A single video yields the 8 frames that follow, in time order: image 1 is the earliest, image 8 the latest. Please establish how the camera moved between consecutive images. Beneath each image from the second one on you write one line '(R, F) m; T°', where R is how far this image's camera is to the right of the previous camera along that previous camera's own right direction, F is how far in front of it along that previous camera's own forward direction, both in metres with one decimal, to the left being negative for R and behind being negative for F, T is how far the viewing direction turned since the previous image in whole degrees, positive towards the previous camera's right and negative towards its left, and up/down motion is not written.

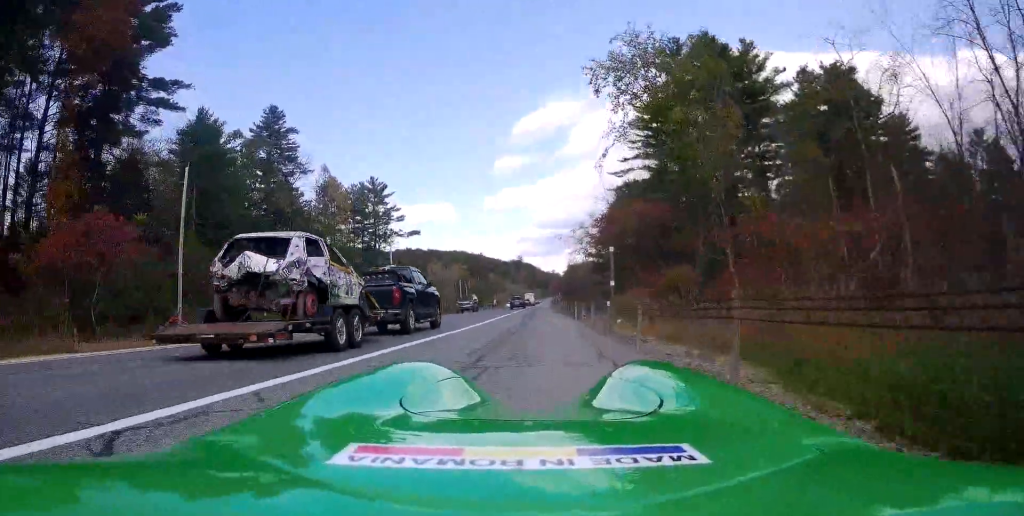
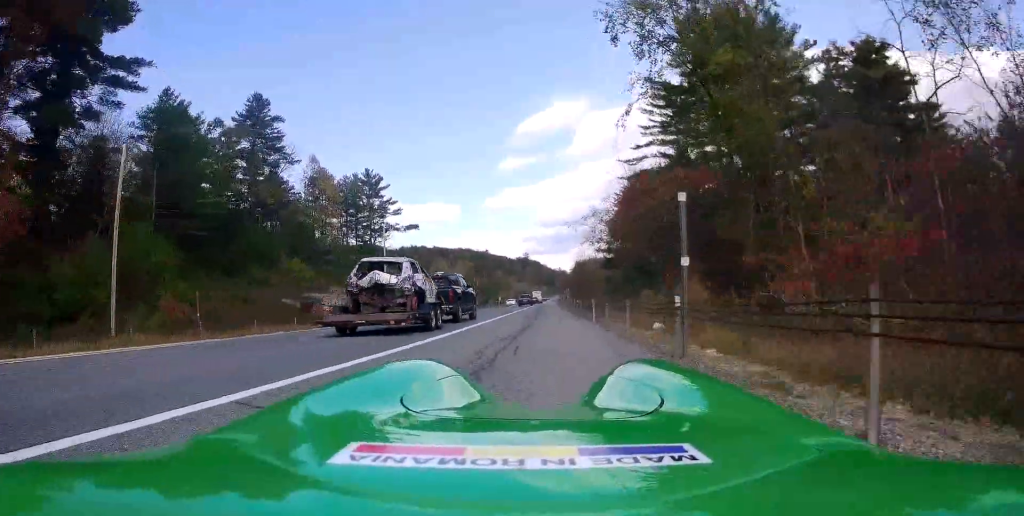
(0.0, +6.7) m; 0°
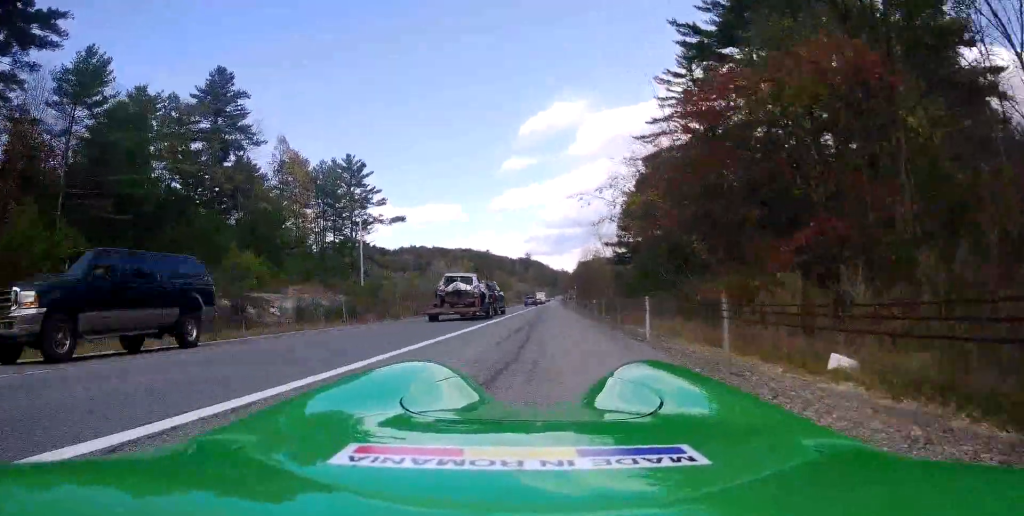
(-0.3, +11.3) m; 0°
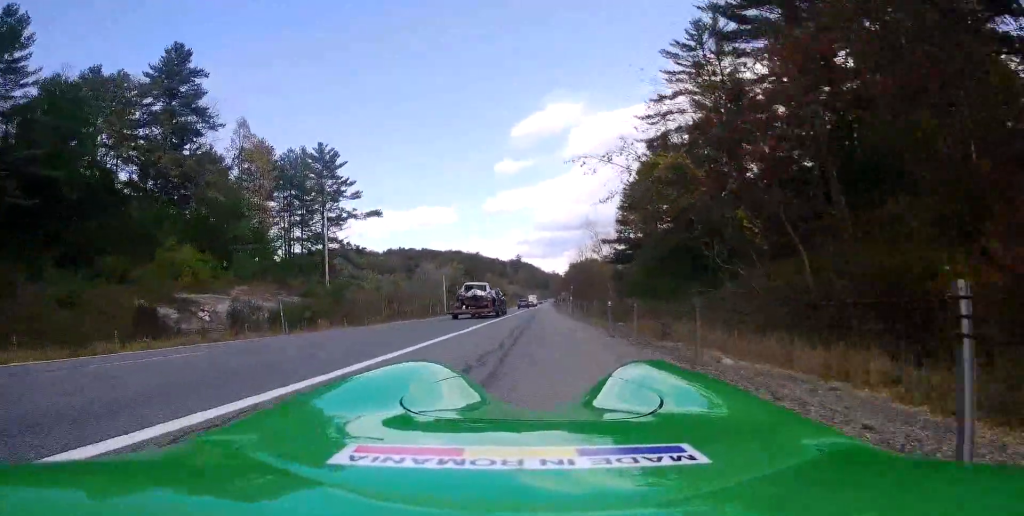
(+0.2, +8.7) m; +1°
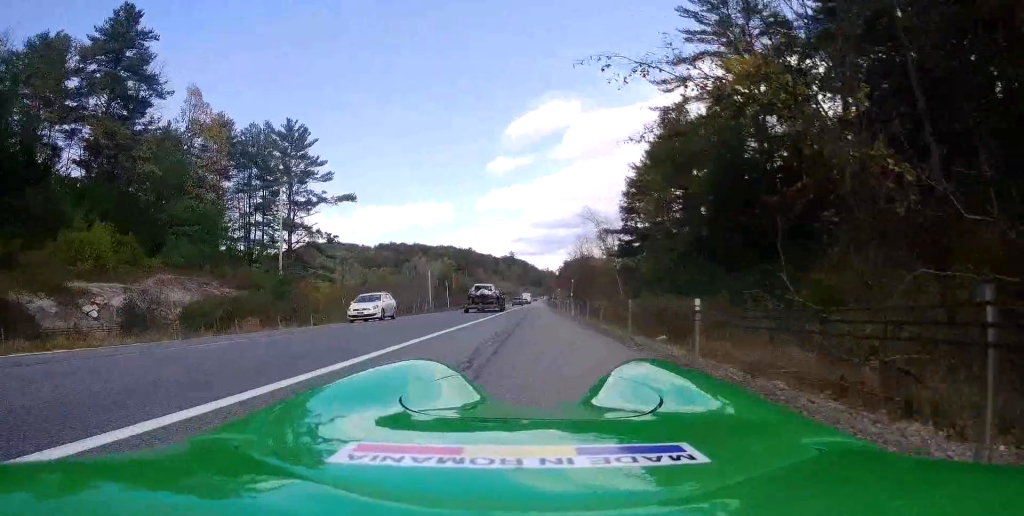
(-0.1, +9.6) m; -1°
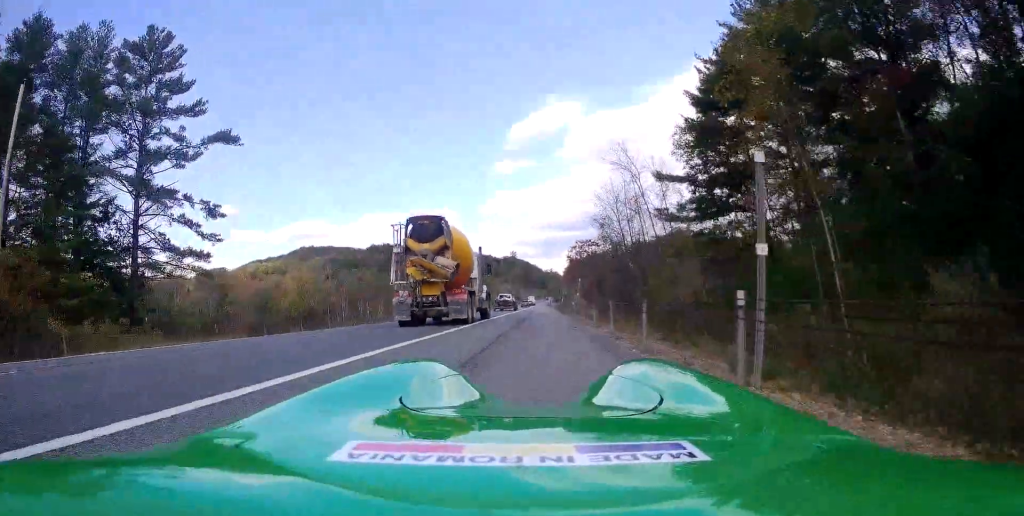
(+0.8, +30.4) m; +5°
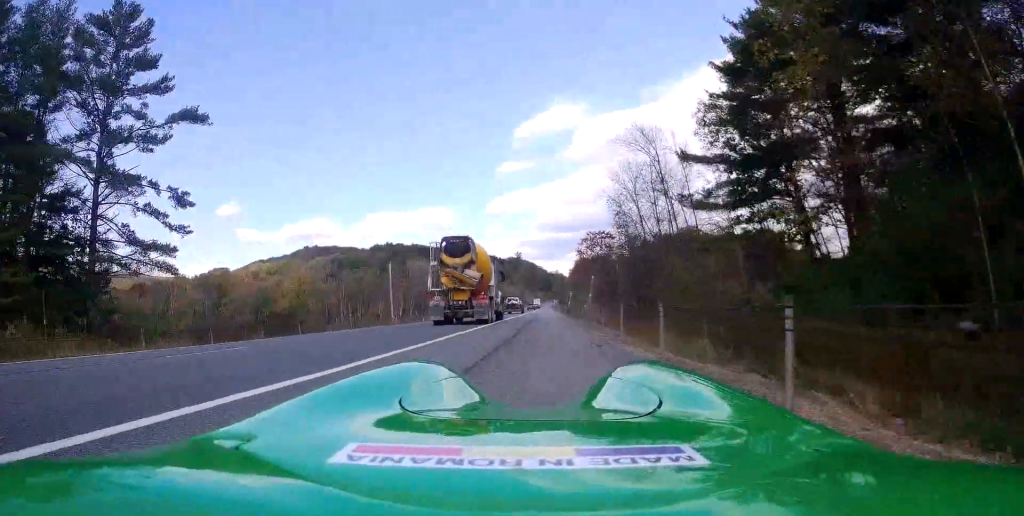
(+0.3, +5.4) m; 0°
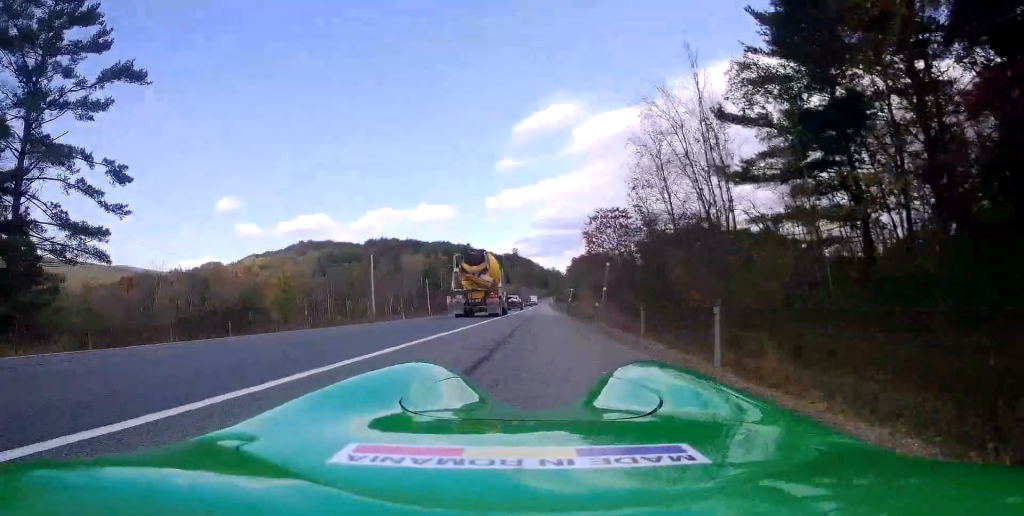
(0.0, +7.4) m; -1°
